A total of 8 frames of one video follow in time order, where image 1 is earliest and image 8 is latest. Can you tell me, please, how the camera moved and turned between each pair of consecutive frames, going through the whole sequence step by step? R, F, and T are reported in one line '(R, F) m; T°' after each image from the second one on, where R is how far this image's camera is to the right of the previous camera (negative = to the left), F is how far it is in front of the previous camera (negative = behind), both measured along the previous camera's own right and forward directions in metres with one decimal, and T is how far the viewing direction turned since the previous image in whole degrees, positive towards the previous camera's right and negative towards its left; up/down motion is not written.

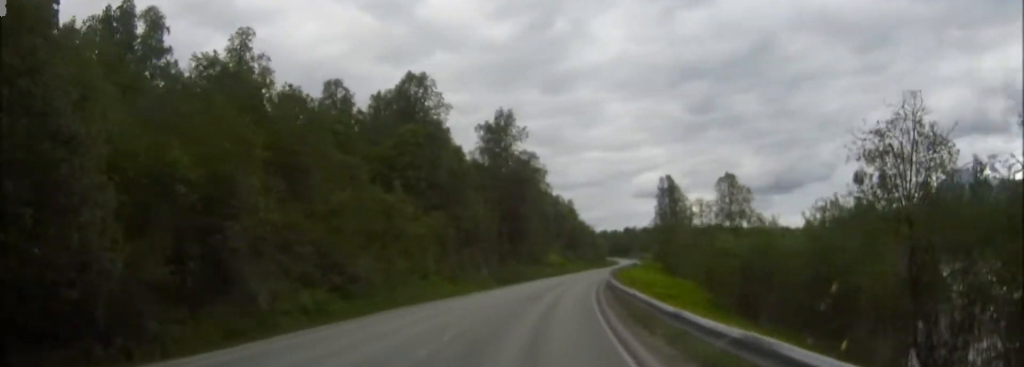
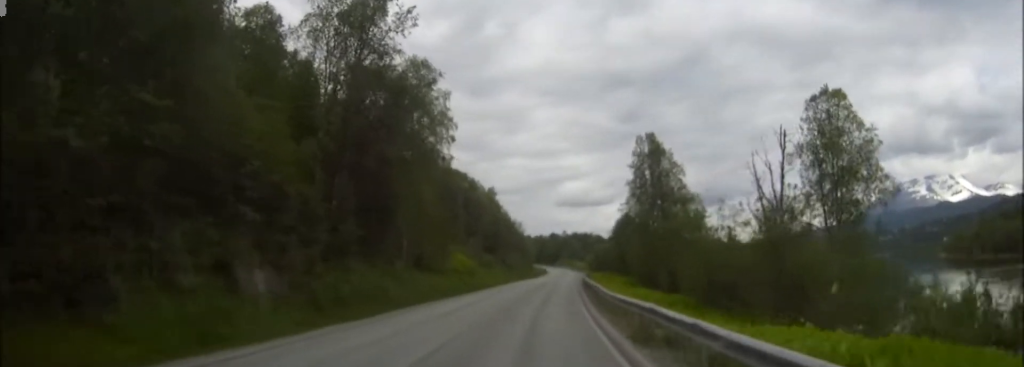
(+2.4, +45.1) m; +6°
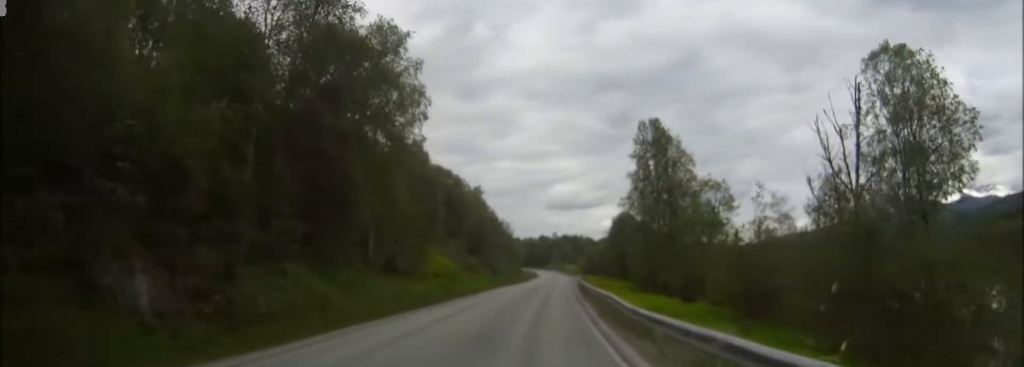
(+0.1, +8.9) m; +1°
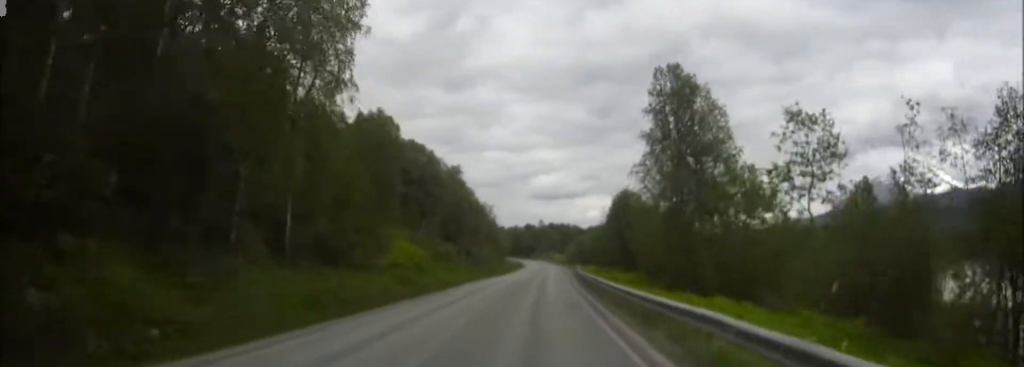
(+0.1, +15.2) m; +1°
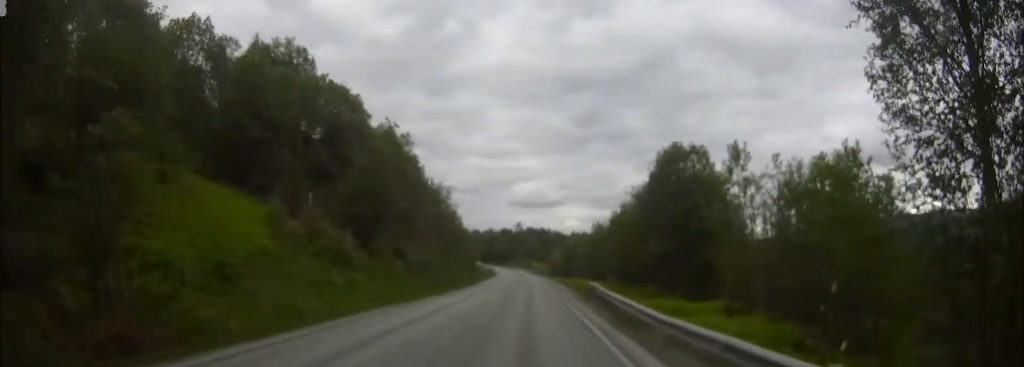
(+0.4, +37.3) m; +1°
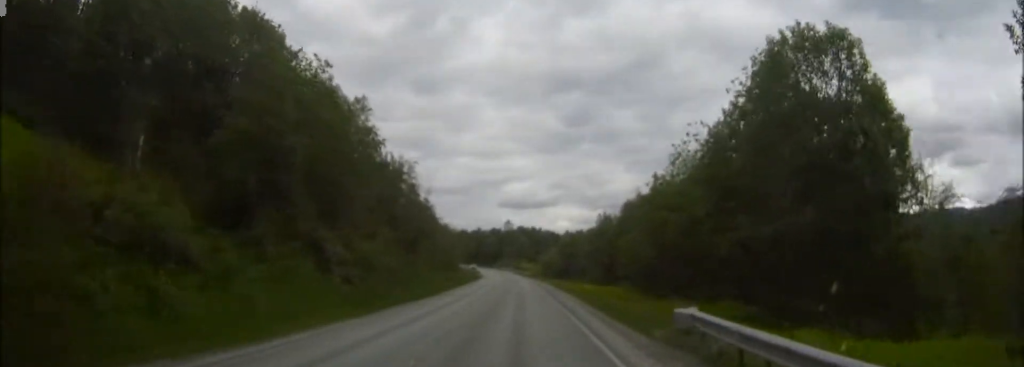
(+0.1, +21.6) m; 0°
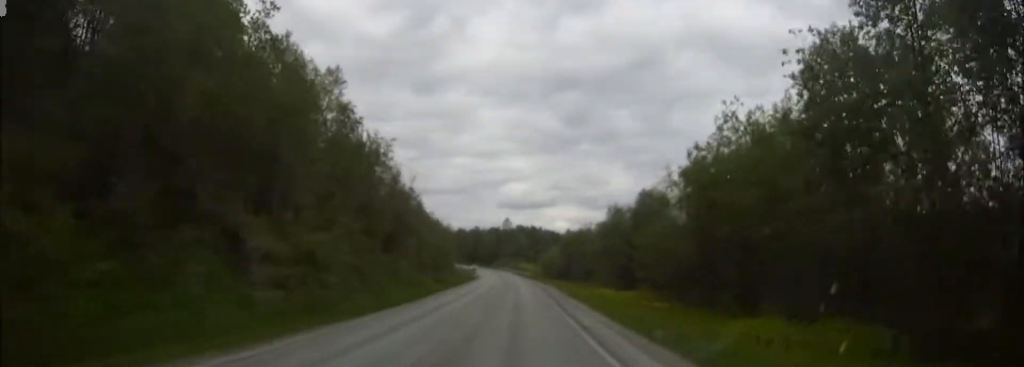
(0.0, +11.2) m; 0°
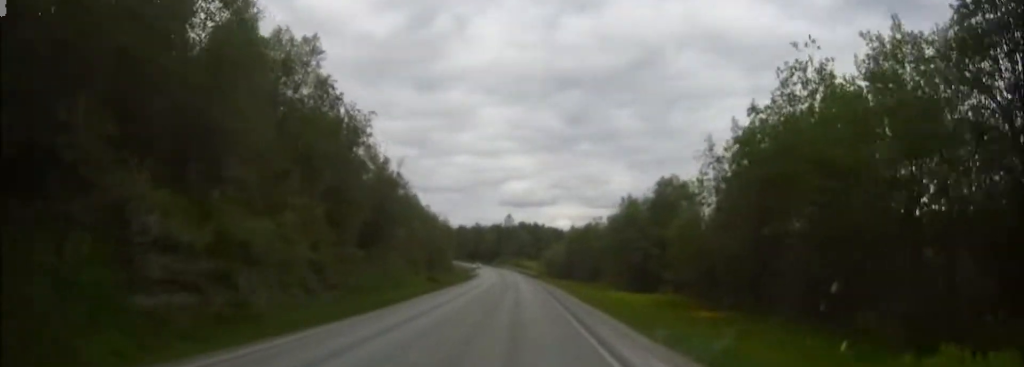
(0.0, +8.6) m; 0°
